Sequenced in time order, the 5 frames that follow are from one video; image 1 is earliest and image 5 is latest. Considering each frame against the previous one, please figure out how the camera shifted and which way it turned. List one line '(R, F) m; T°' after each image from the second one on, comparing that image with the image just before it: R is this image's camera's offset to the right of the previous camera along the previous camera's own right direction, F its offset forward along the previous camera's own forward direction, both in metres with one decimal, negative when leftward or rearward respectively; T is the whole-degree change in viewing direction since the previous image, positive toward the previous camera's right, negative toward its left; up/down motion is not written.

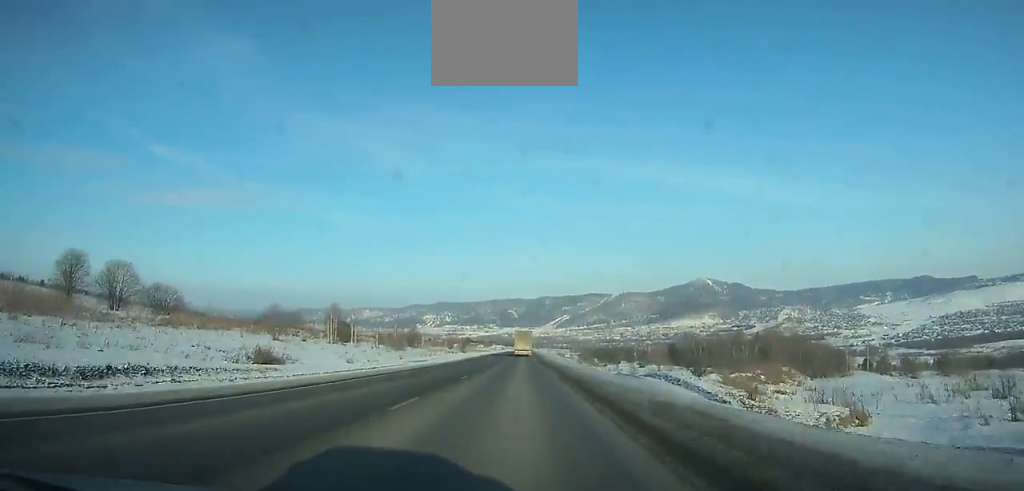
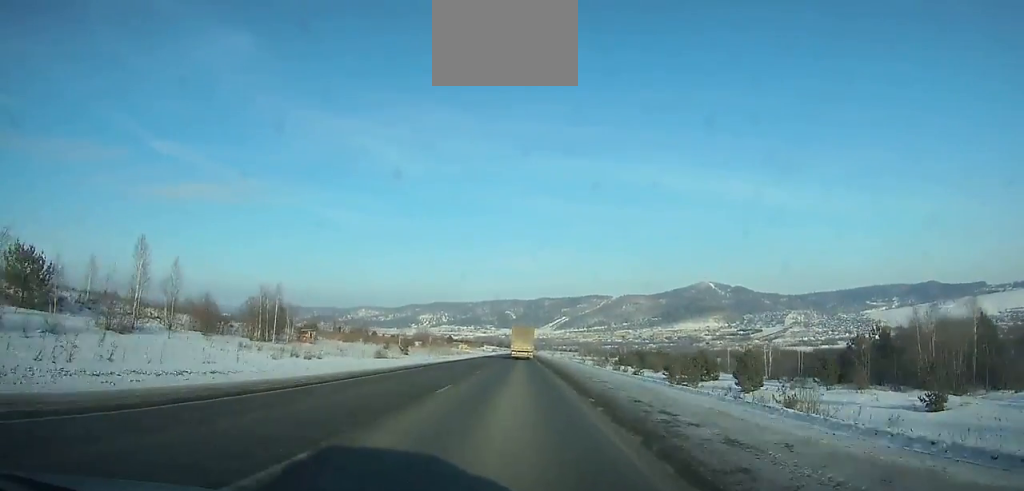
(-0.2, +90.1) m; 0°
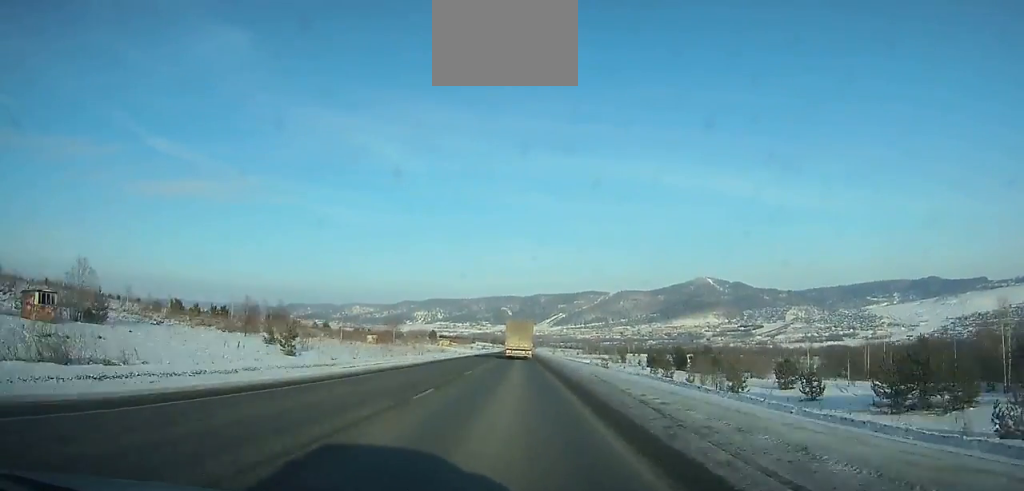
(+0.1, +46.8) m; 0°
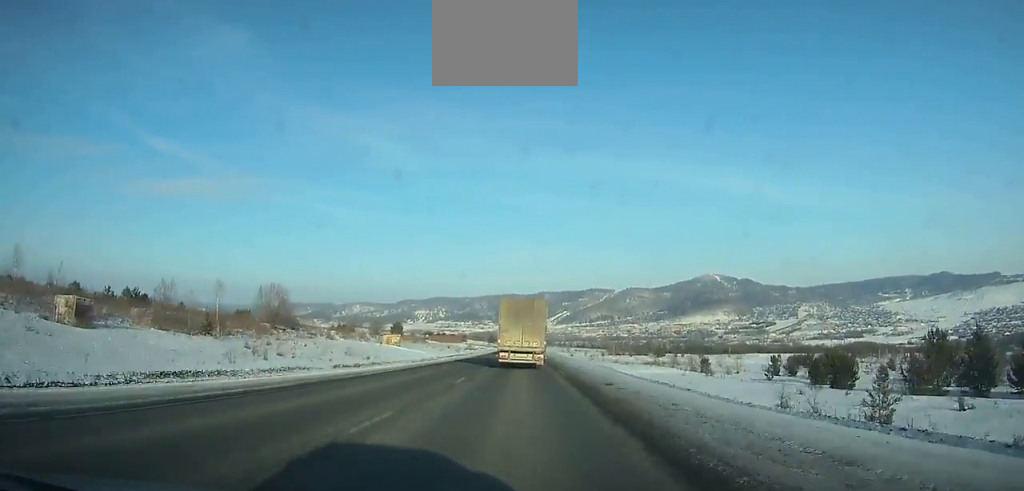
(-0.2, +82.1) m; 0°
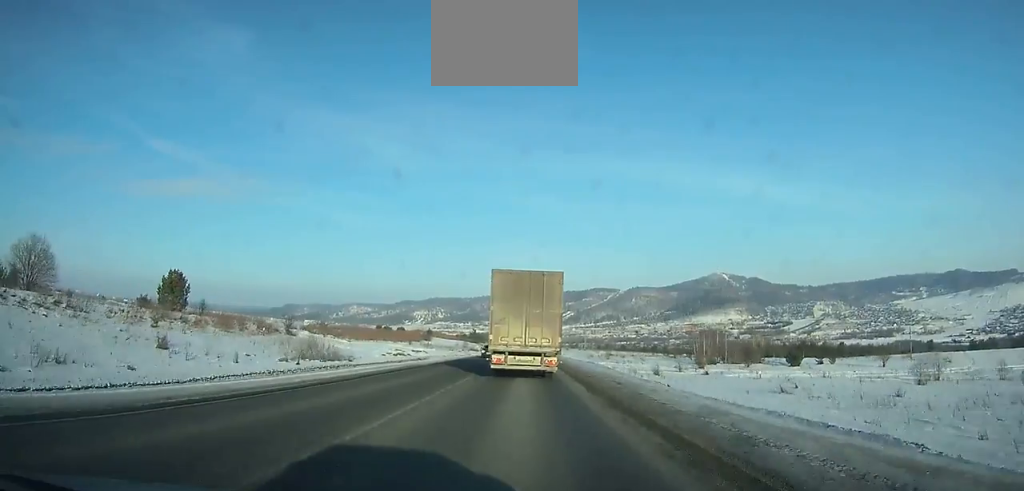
(+0.8, +126.3) m; +1°
